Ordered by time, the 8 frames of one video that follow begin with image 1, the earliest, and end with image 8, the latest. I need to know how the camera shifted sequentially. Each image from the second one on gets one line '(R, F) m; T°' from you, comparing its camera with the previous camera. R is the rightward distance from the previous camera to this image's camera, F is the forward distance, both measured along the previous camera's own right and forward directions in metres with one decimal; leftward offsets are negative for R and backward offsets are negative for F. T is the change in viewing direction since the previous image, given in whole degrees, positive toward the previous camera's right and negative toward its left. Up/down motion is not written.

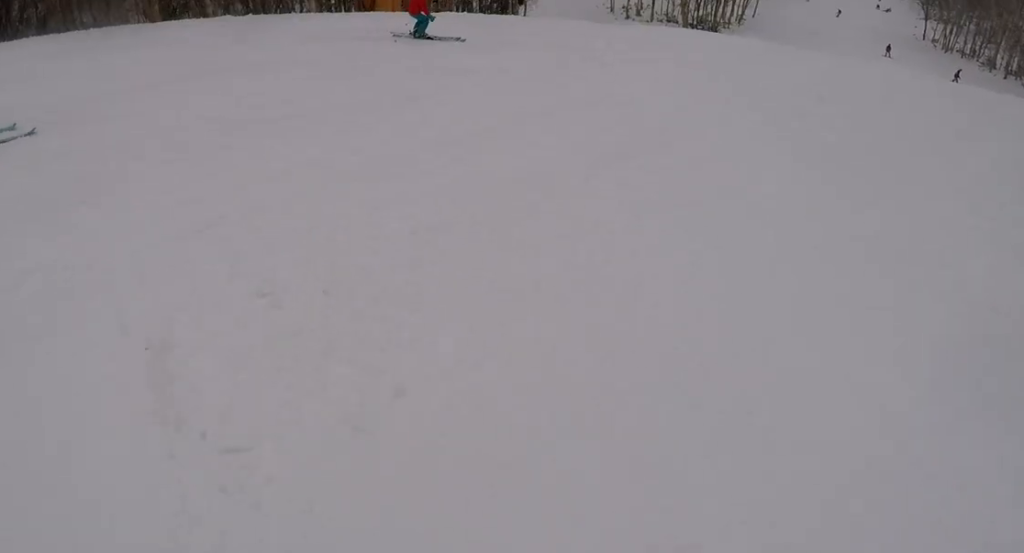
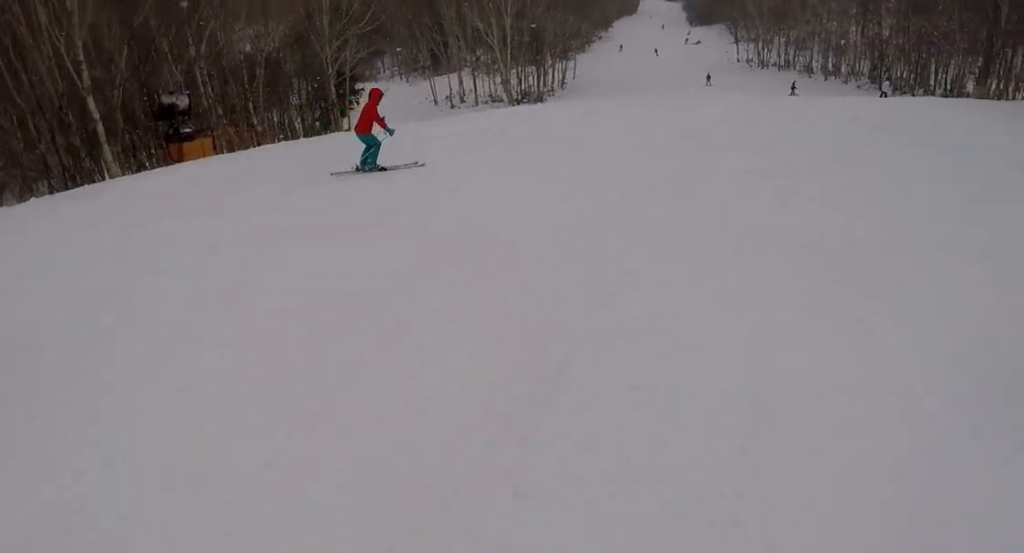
(-0.5, +2.3) m; +5°
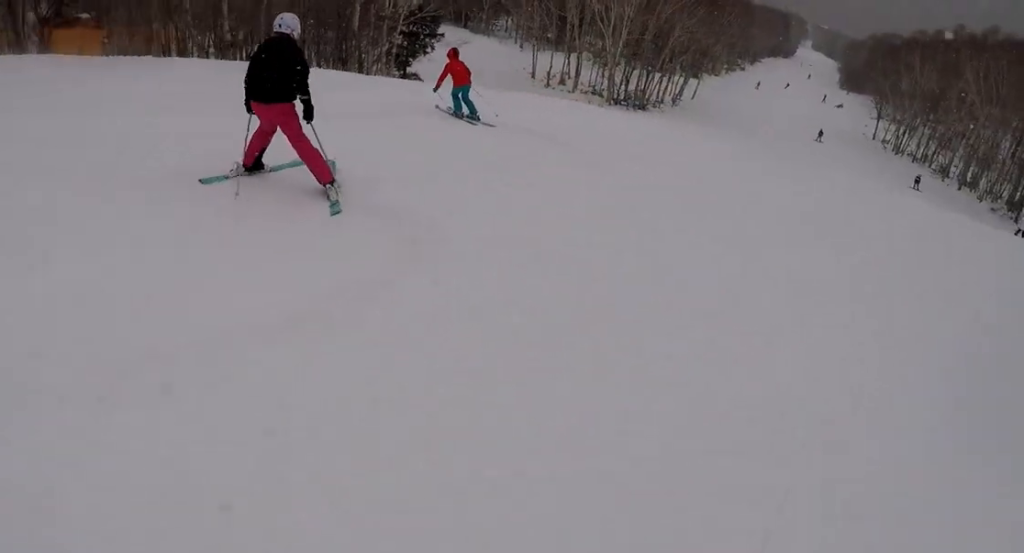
(+3.2, +8.8) m; +10°
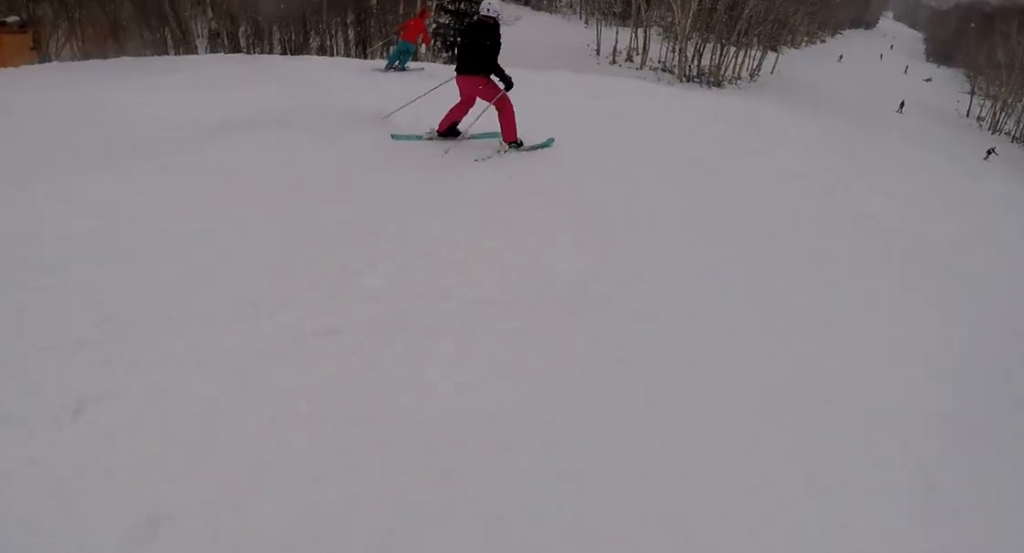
(-0.6, +4.6) m; -18°
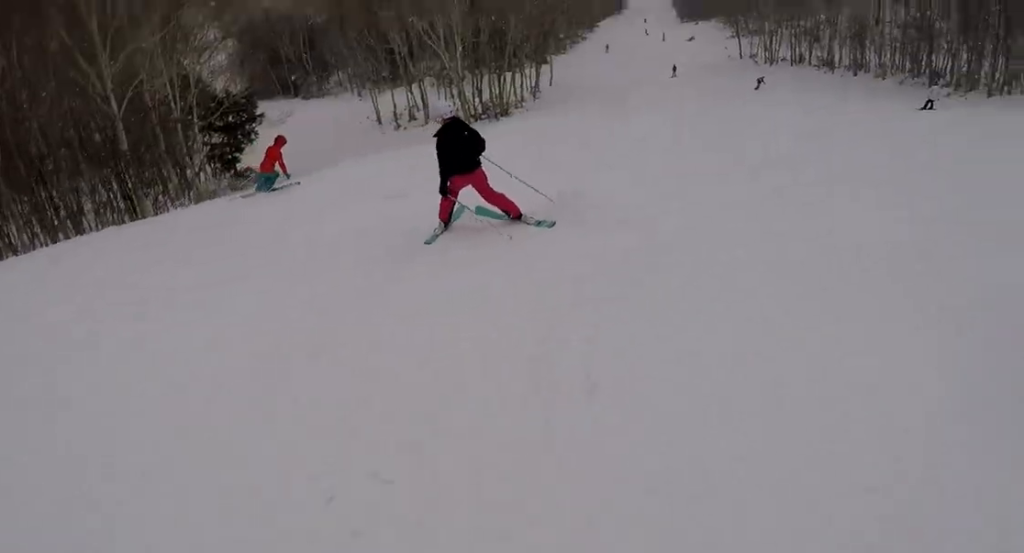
(-0.8, +3.2) m; +14°
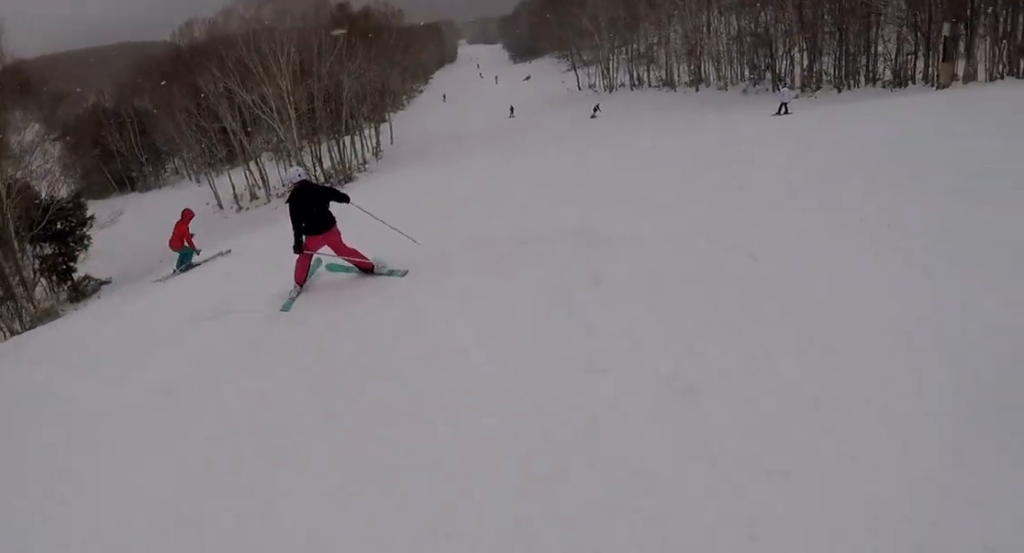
(-0.1, +1.8) m; +9°
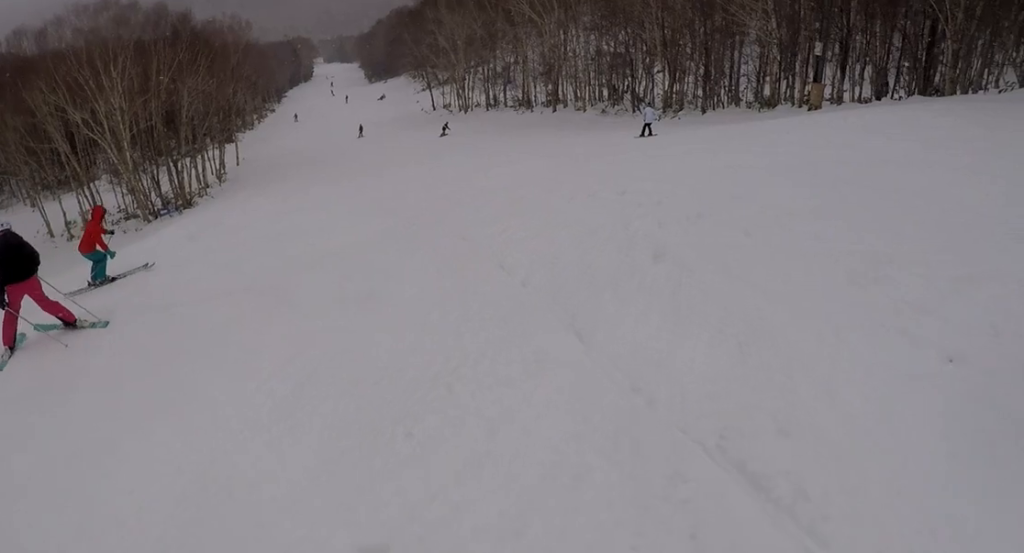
(+1.4, +2.7) m; +14°
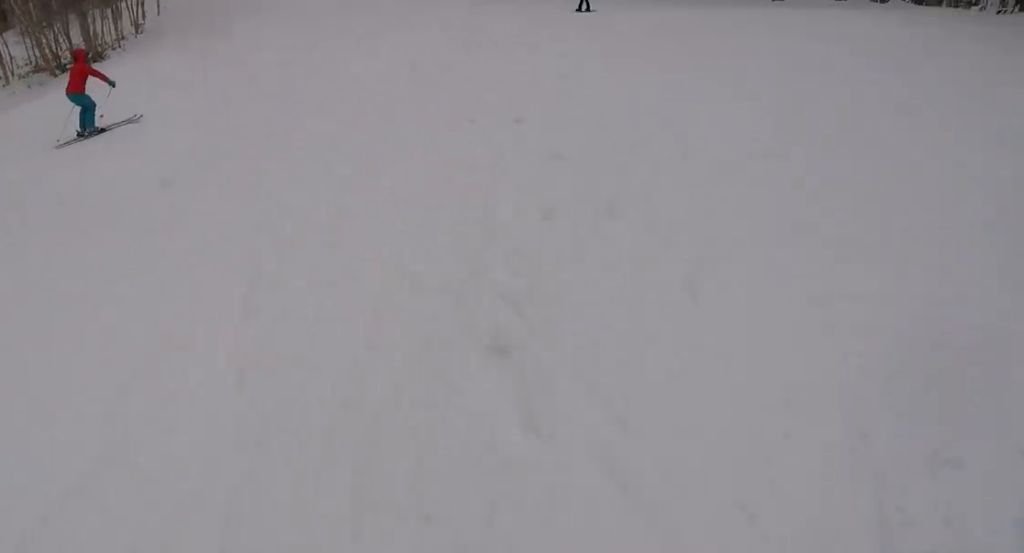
(+0.3, +3.1) m; 0°
